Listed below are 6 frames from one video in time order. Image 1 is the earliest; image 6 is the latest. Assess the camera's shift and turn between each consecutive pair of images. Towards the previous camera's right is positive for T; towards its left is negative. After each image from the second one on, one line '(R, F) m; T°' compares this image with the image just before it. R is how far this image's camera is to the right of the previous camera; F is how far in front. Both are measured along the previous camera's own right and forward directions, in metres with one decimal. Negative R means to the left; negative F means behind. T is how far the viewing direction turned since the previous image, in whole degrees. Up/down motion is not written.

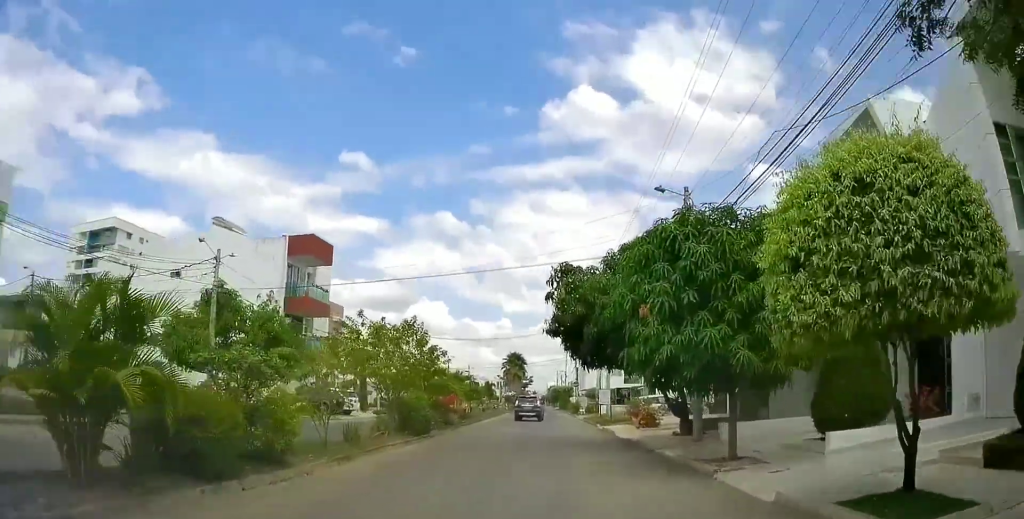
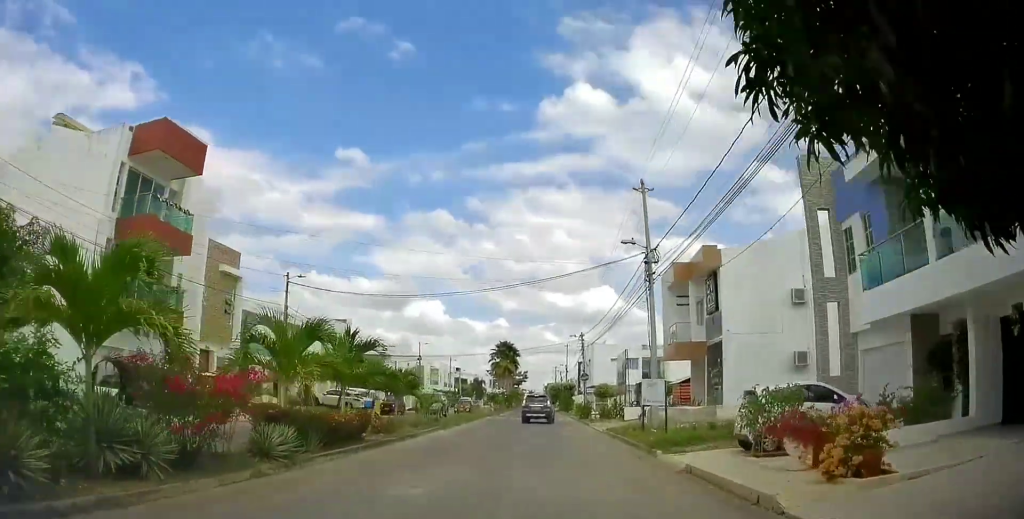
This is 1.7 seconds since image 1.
(-0.1, +17.9) m; +1°
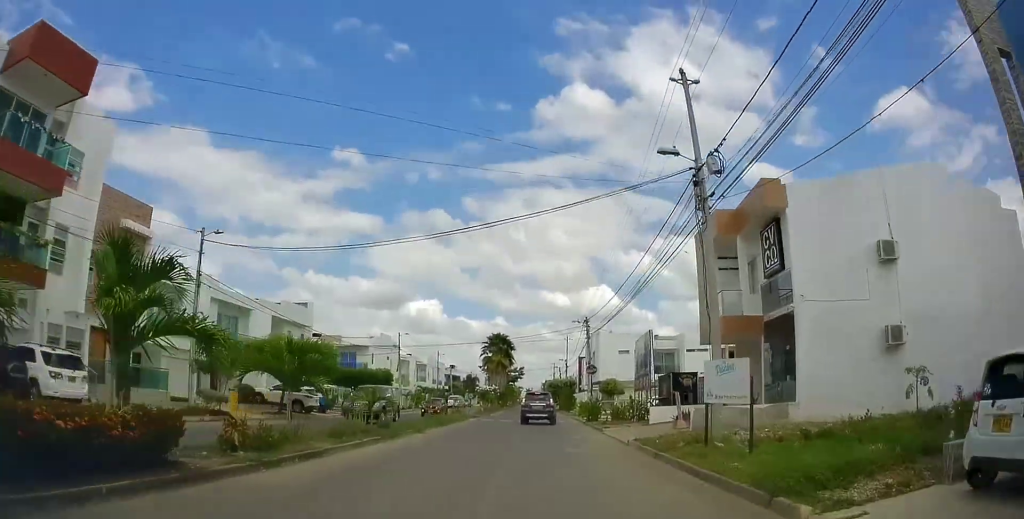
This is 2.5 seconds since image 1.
(+0.1, +8.4) m; +1°
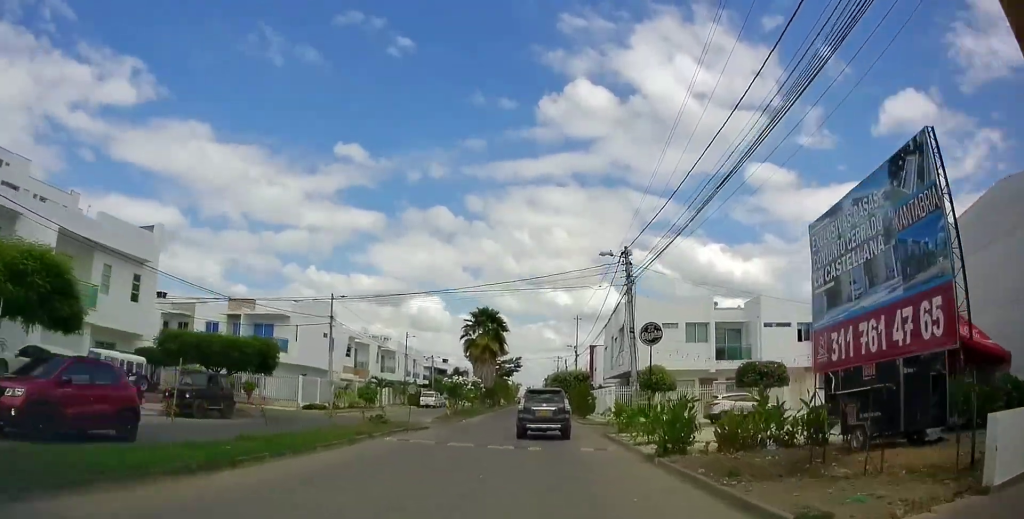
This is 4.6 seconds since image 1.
(0.0, +21.0) m; -3°
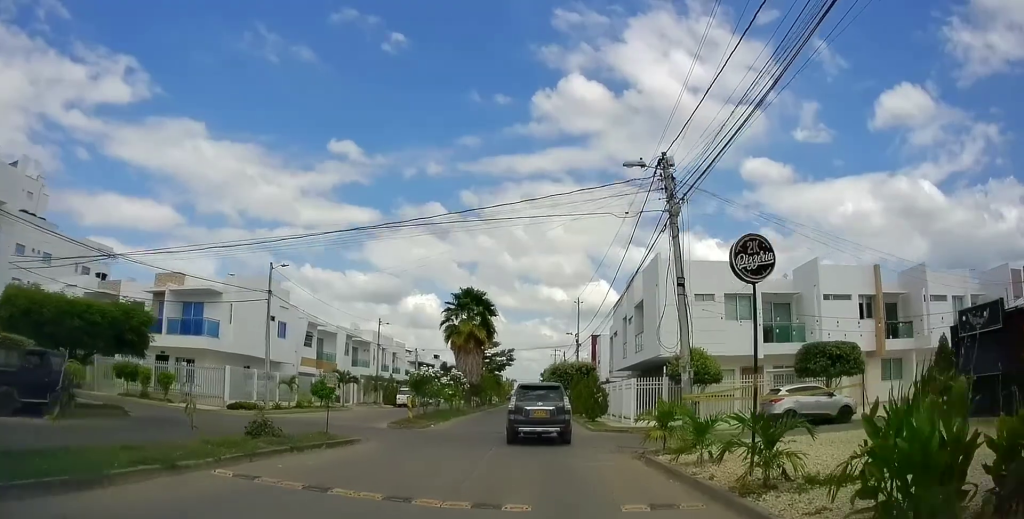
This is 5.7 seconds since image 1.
(-0.4, +10.2) m; +1°
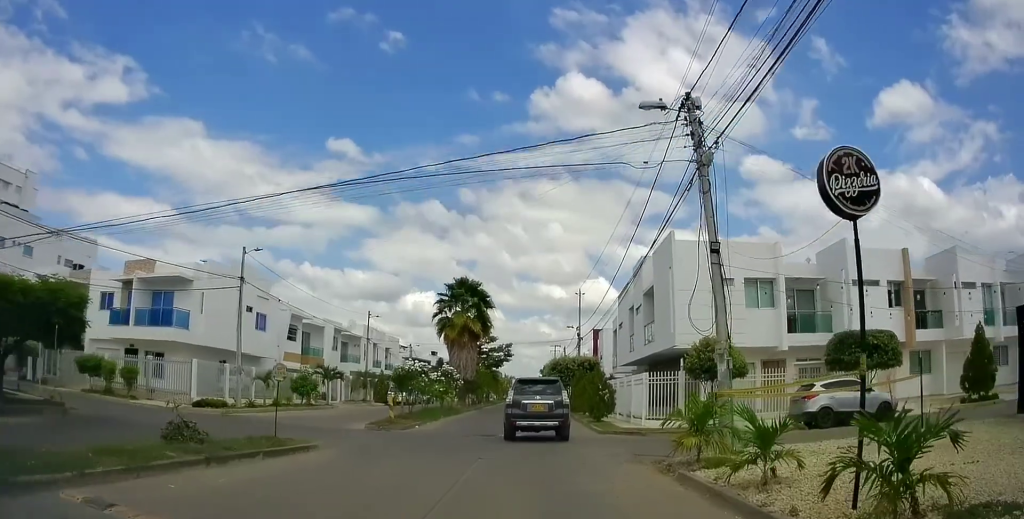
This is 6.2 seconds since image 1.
(+0.2, +4.0) m; +2°
